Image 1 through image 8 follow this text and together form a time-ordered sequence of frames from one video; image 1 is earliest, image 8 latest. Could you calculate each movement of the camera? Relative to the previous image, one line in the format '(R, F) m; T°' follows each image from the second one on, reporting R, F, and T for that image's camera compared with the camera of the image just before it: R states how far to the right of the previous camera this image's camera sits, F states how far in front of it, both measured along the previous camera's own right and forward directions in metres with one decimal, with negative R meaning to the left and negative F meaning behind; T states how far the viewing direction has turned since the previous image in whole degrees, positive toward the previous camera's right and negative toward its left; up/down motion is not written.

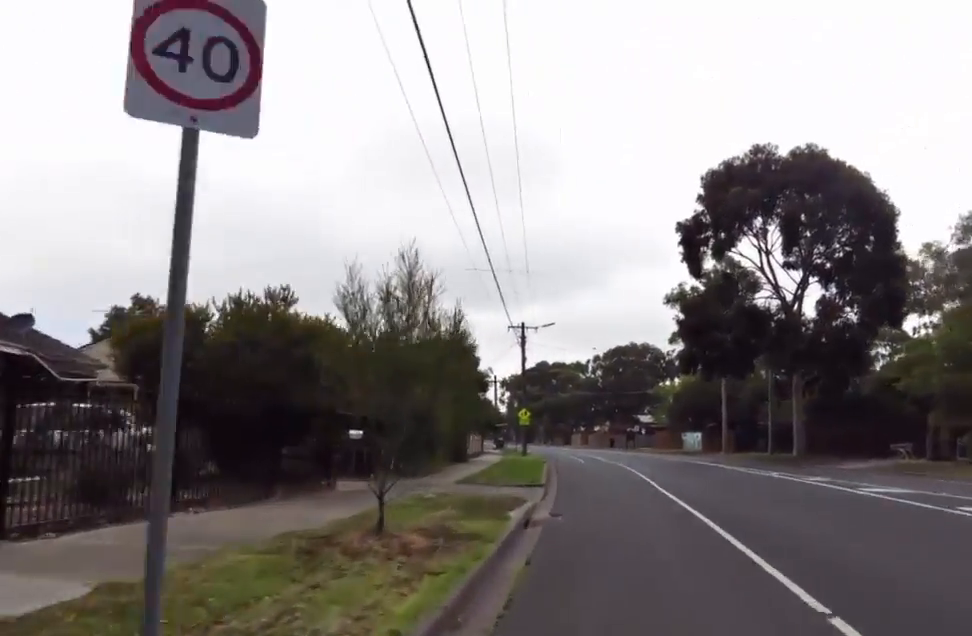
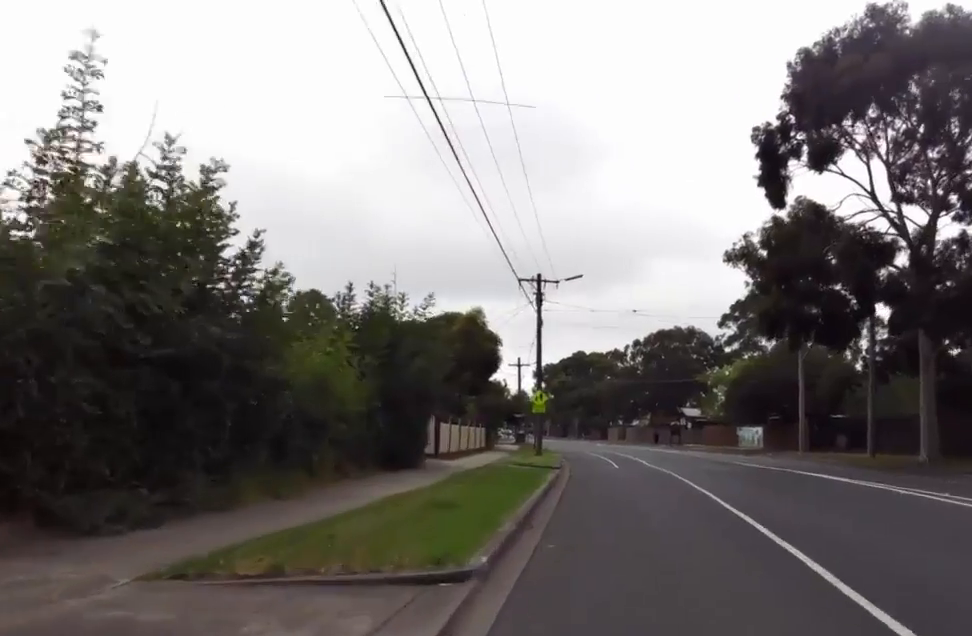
(+1.1, +12.1) m; -1°
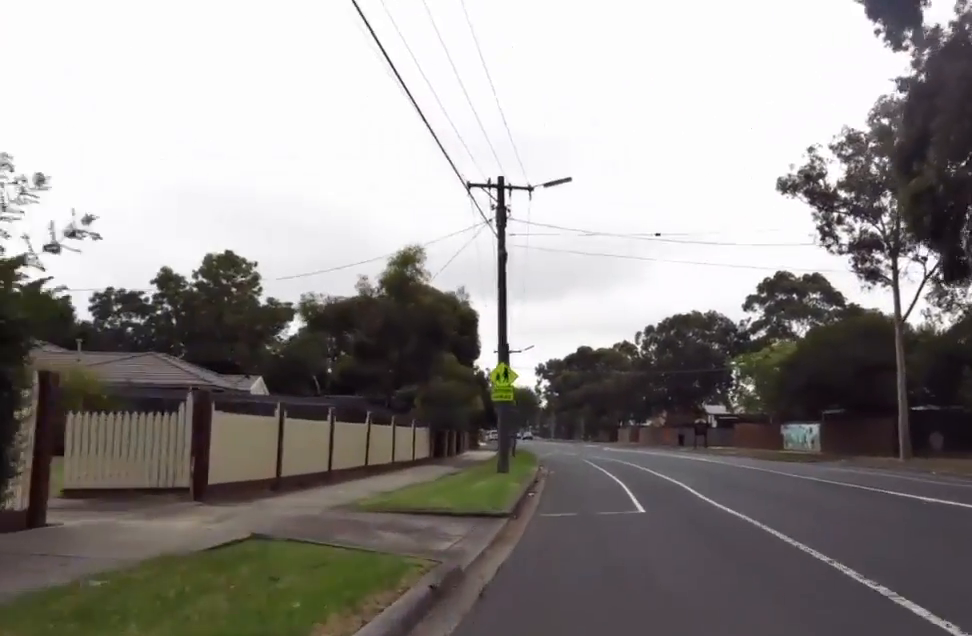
(-1.6, +13.6) m; -6°
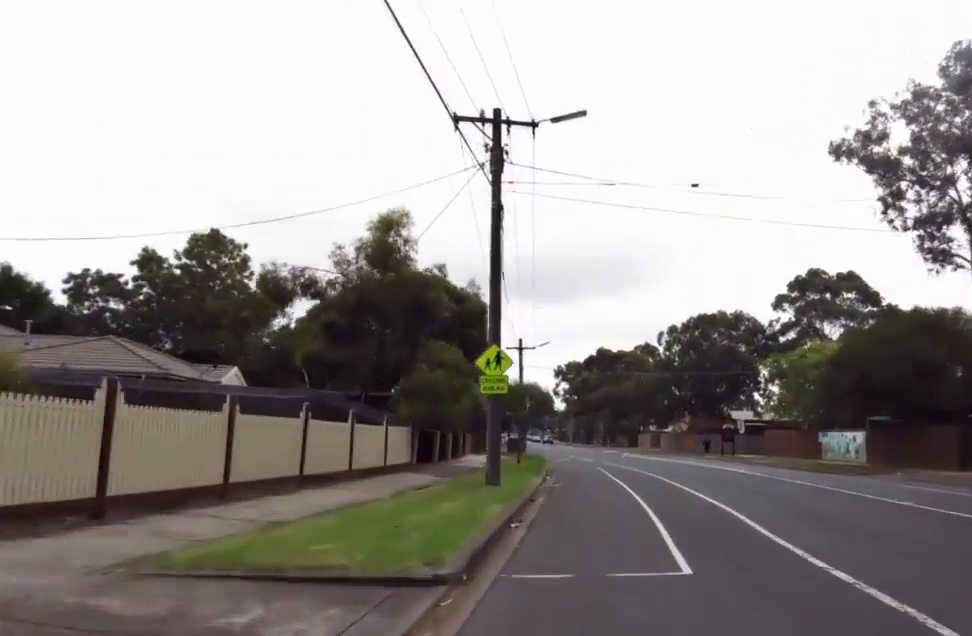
(0.0, +4.7) m; 0°
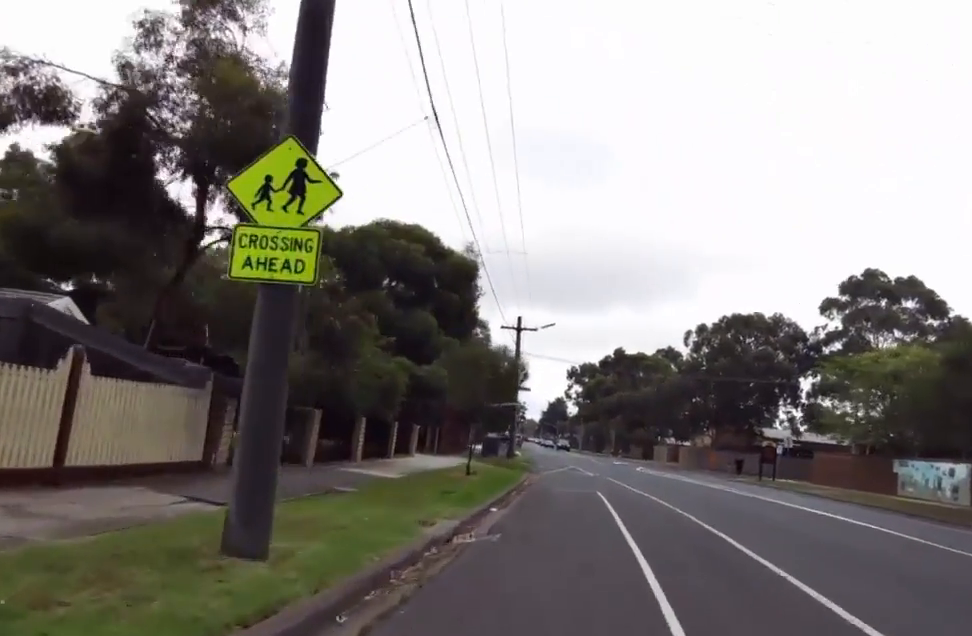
(-0.2, +10.9) m; -2°
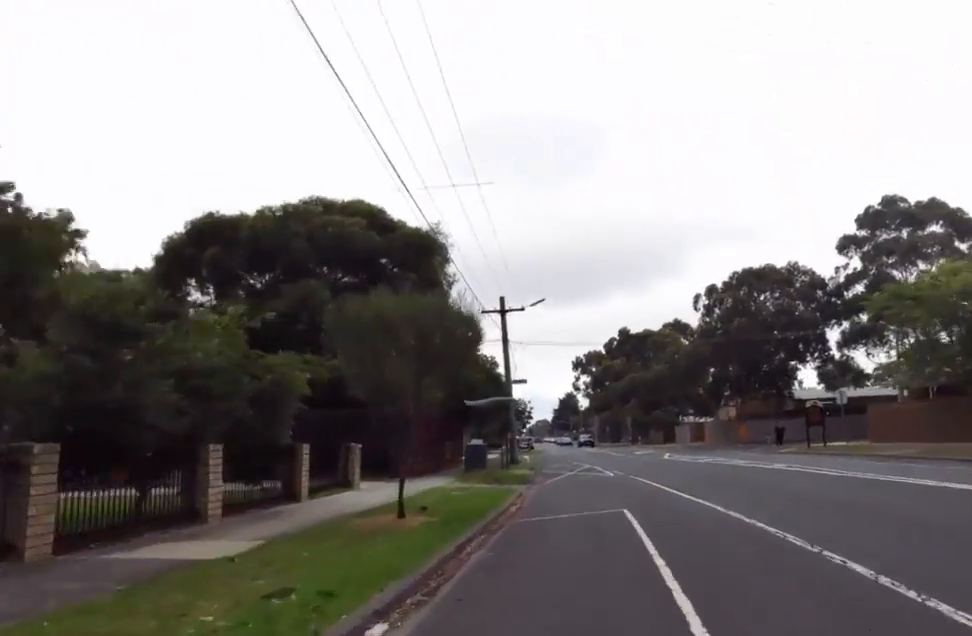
(-0.1, +7.2) m; -3°
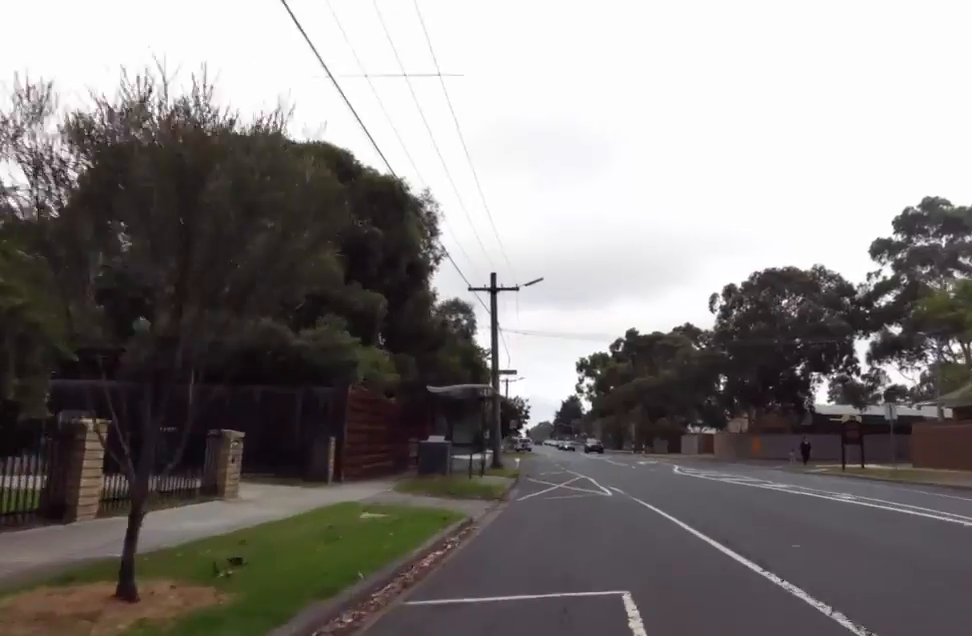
(+0.2, +5.7) m; -4°
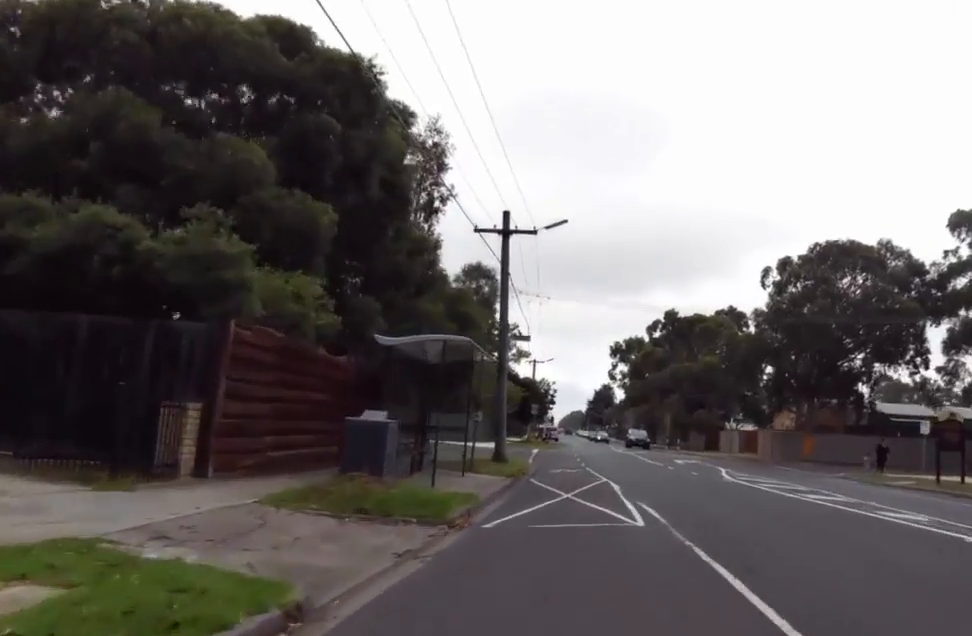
(-0.9, +6.8) m; 0°
